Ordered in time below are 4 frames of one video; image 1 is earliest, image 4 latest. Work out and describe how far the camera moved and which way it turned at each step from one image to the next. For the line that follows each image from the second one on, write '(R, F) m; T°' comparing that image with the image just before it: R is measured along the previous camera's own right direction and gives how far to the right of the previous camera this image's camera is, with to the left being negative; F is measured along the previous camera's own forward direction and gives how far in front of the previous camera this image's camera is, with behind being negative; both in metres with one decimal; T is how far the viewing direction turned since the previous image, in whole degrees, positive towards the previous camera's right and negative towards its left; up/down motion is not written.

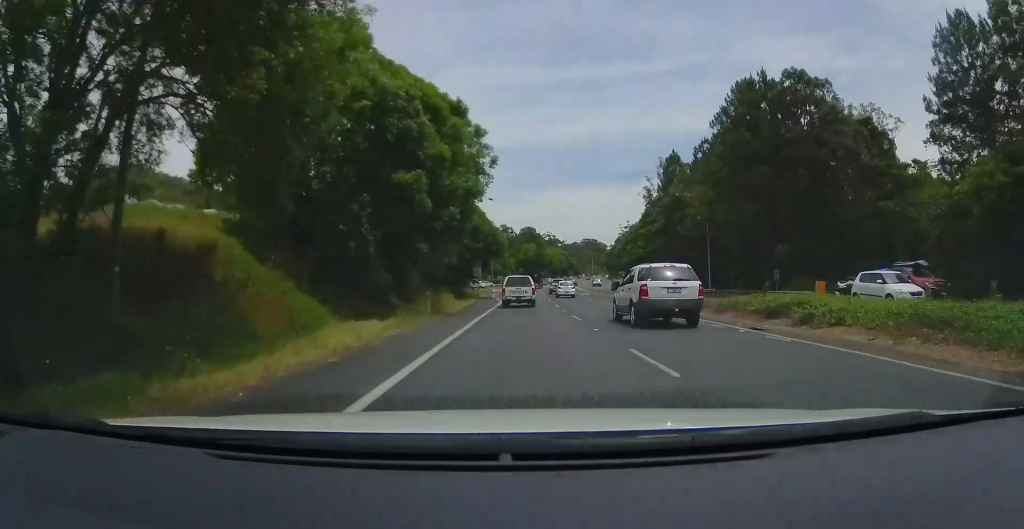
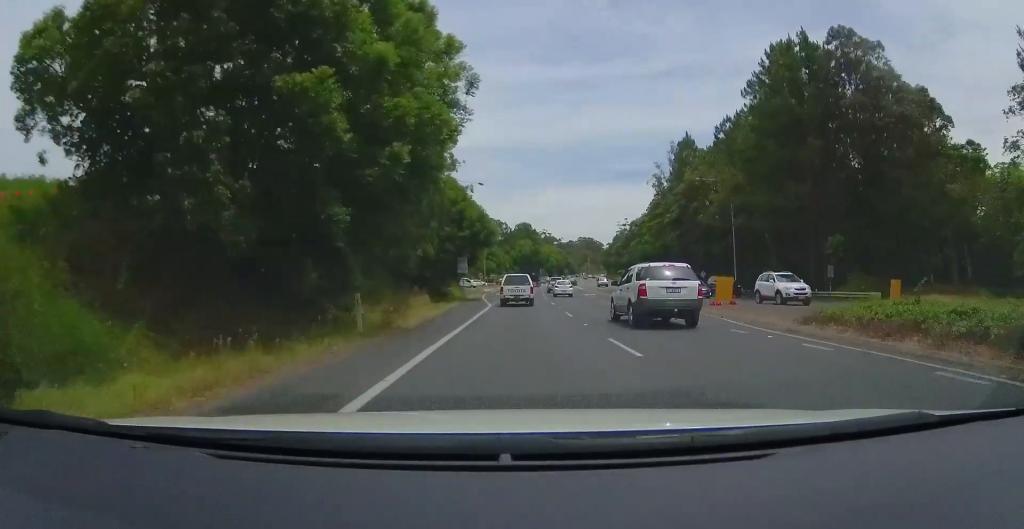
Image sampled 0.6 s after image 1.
(-0.3, +10.4) m; +1°
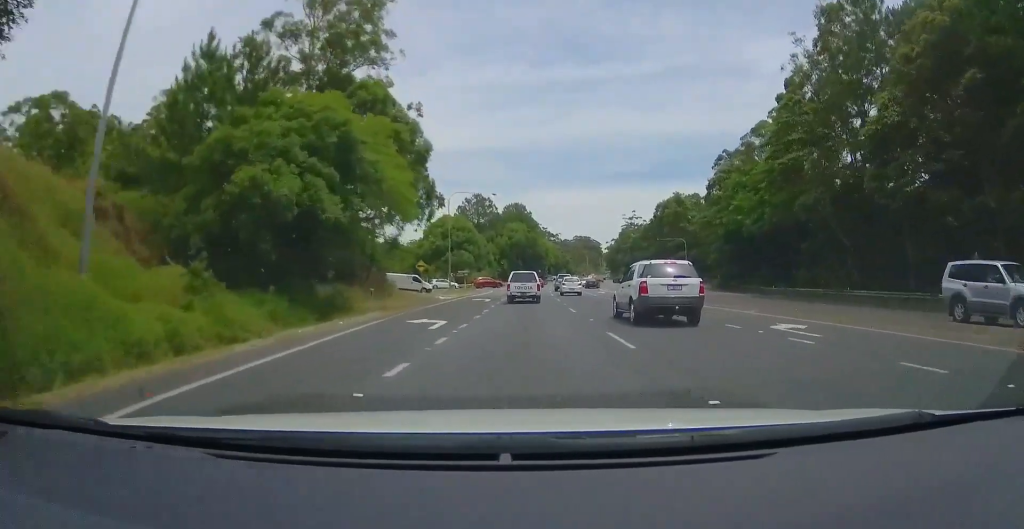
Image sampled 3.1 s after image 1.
(+2.2, +46.8) m; +1°
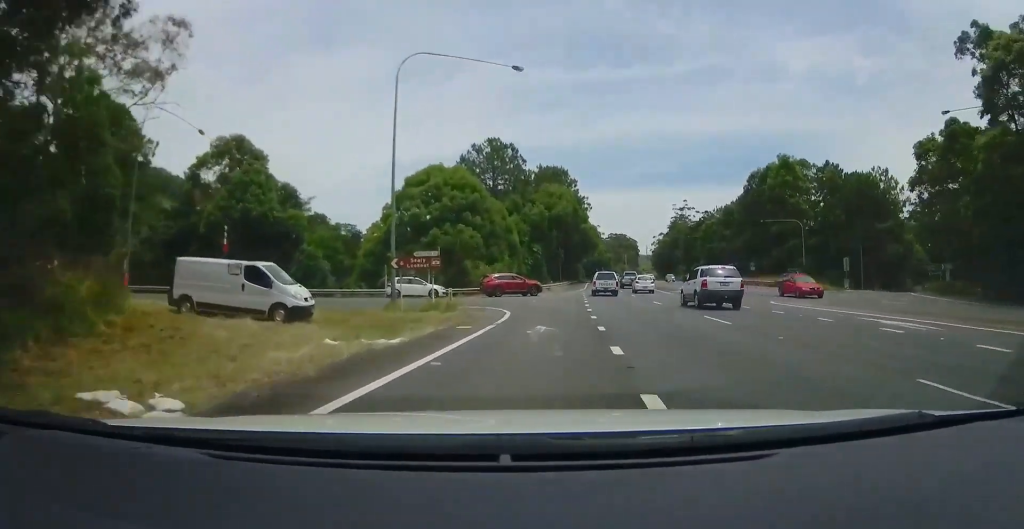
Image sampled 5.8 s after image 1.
(-1.0, +45.8) m; 0°
